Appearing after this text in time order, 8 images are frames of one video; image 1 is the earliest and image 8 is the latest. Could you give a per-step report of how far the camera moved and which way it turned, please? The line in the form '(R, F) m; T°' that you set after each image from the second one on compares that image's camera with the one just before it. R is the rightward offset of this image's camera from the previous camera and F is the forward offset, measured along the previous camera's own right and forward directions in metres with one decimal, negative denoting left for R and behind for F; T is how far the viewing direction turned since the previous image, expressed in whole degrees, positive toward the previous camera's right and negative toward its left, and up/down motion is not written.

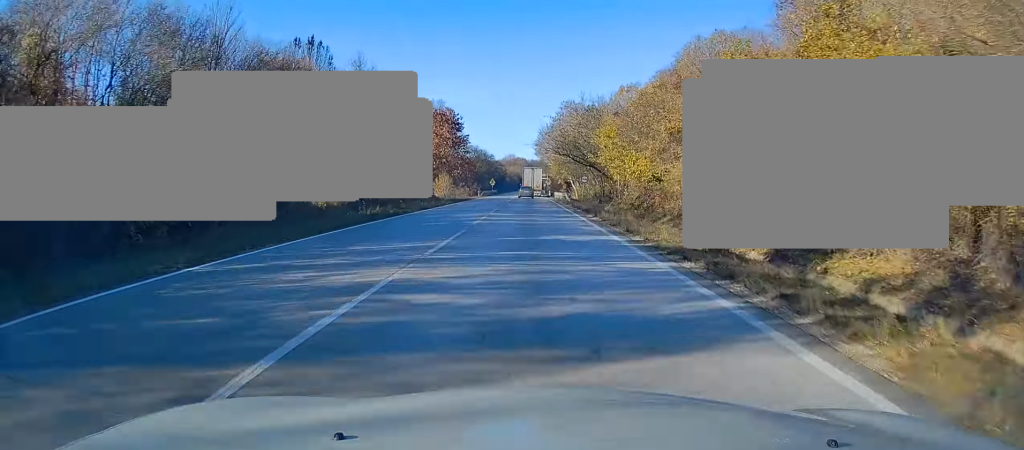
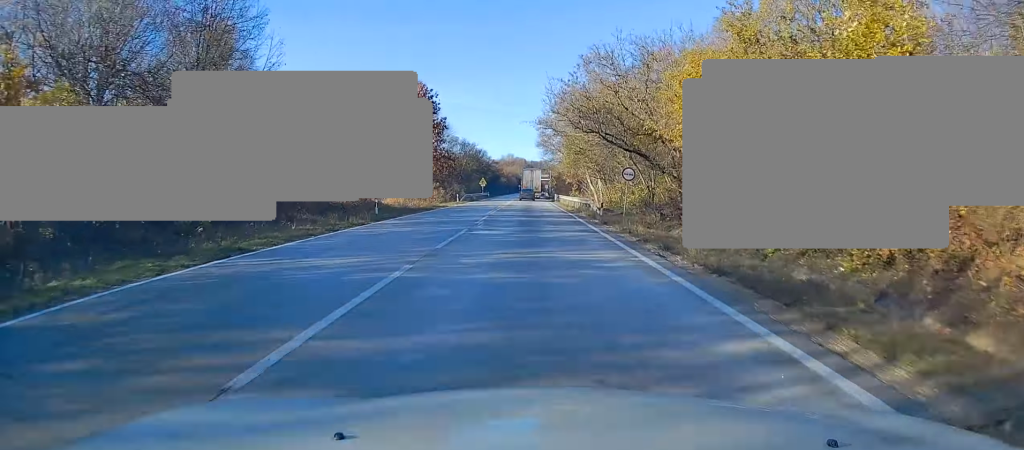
(-0.1, +25.2) m; 0°
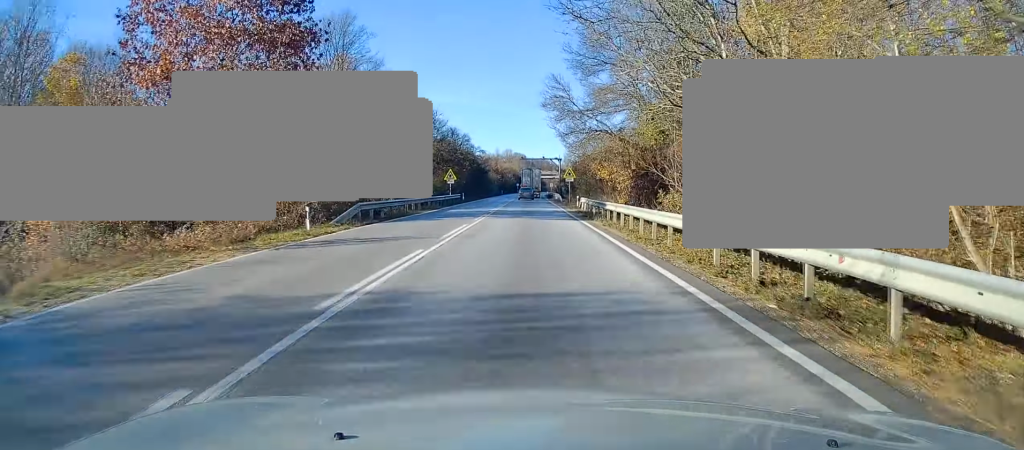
(0.0, +42.6) m; 0°
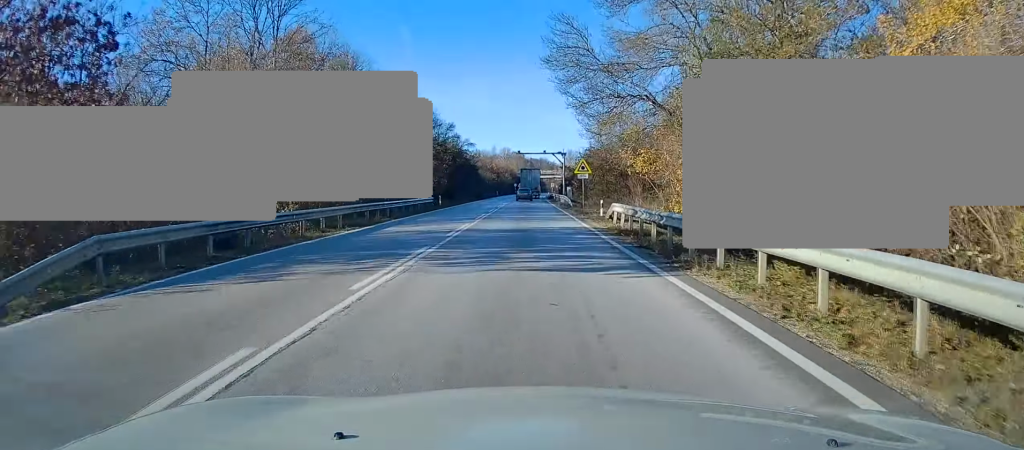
(+0.1, +16.6) m; +1°
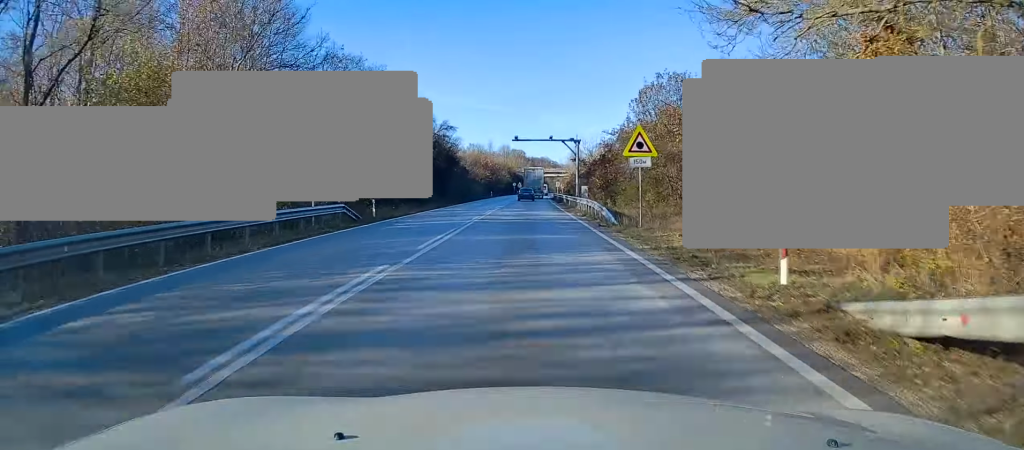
(+0.1, +22.1) m; -1°
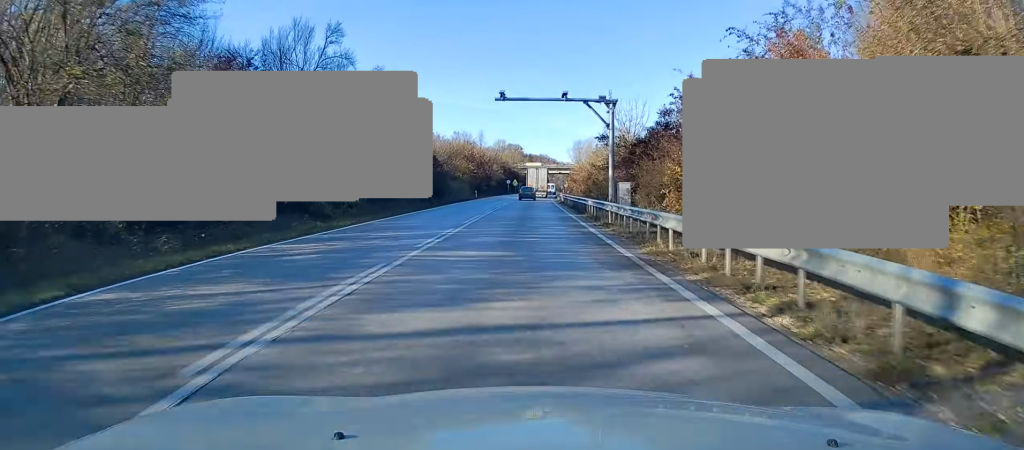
(-0.4, +26.6) m; 0°
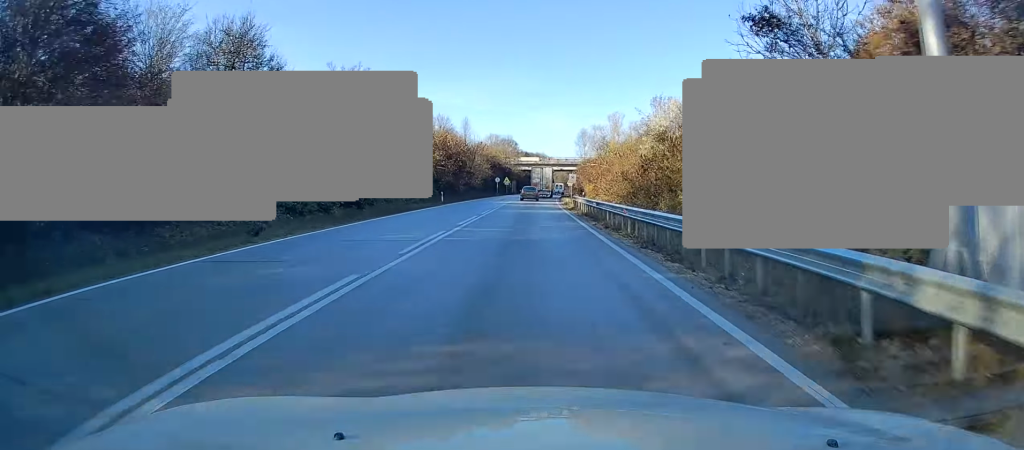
(+0.5, +28.2) m; +1°
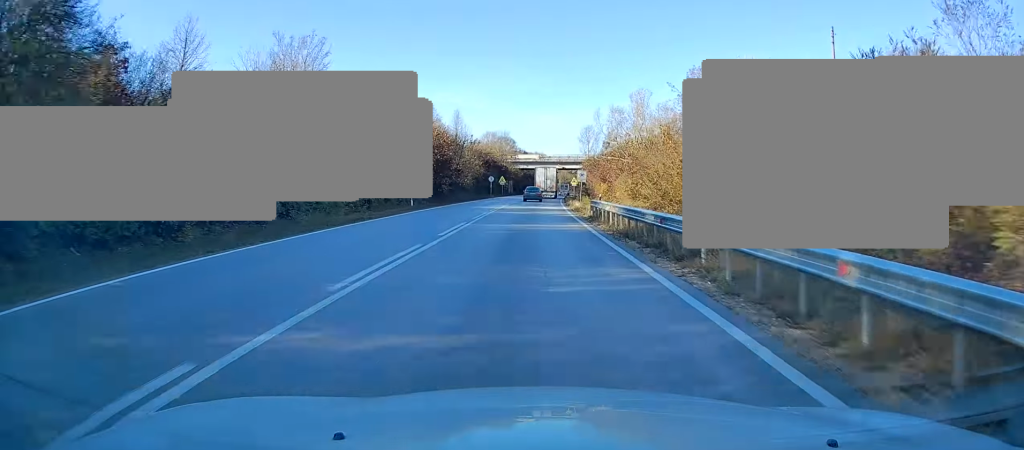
(0.0, +13.4) m; 0°
